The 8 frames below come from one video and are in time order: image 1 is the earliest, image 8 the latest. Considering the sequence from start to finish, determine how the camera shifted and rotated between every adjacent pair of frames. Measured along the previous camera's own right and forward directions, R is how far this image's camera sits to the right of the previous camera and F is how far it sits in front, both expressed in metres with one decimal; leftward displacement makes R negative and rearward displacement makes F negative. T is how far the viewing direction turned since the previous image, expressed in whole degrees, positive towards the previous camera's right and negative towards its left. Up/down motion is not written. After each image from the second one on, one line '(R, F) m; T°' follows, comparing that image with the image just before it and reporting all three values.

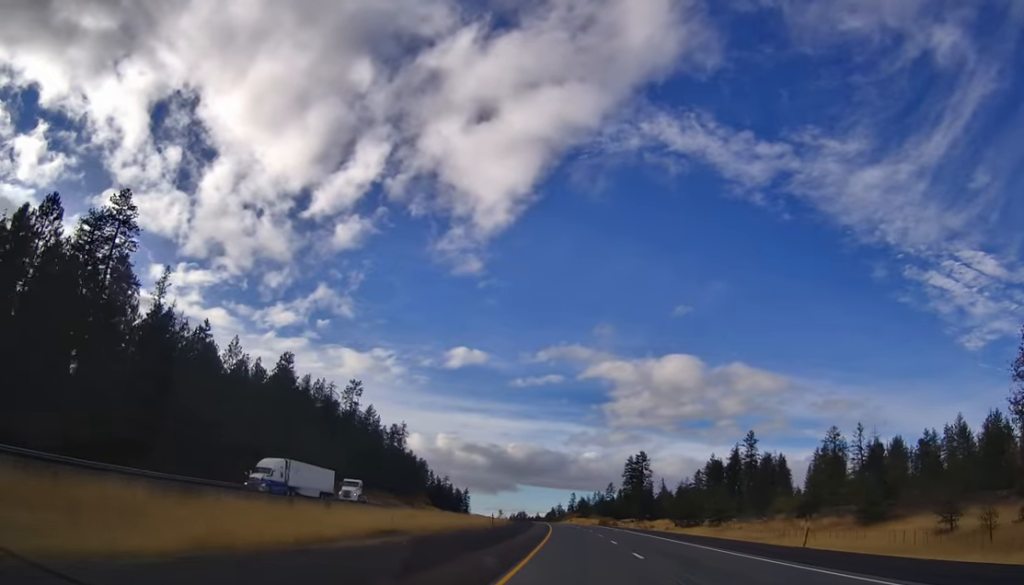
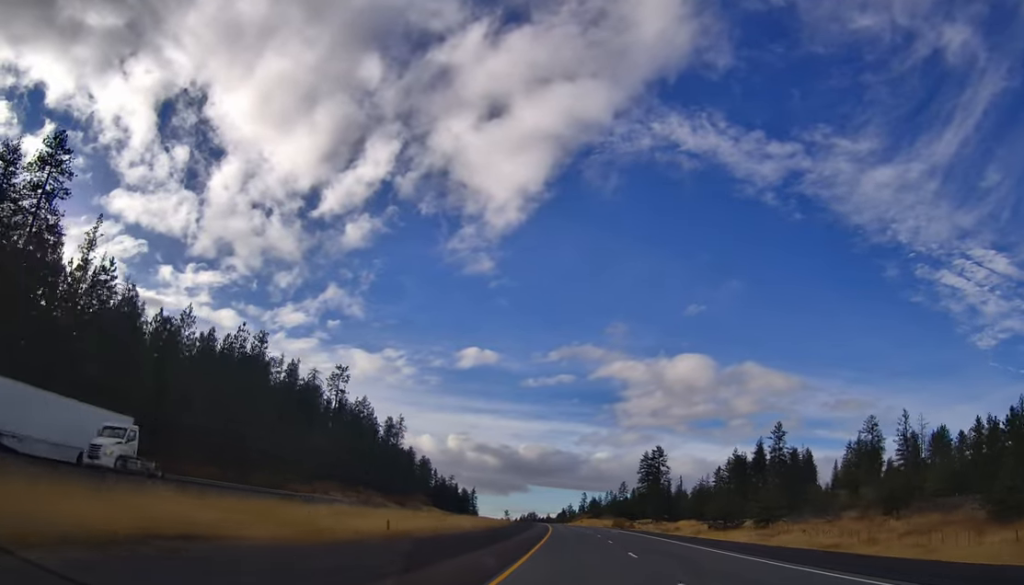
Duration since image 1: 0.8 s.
(-0.1, +23.6) m; -1°
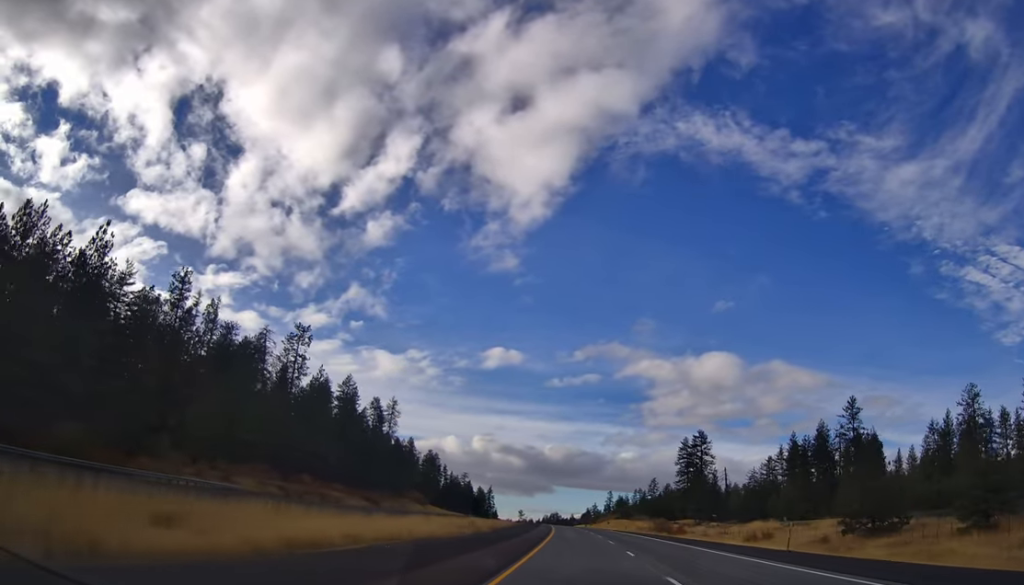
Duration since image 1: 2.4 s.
(-0.5, +47.2) m; -2°
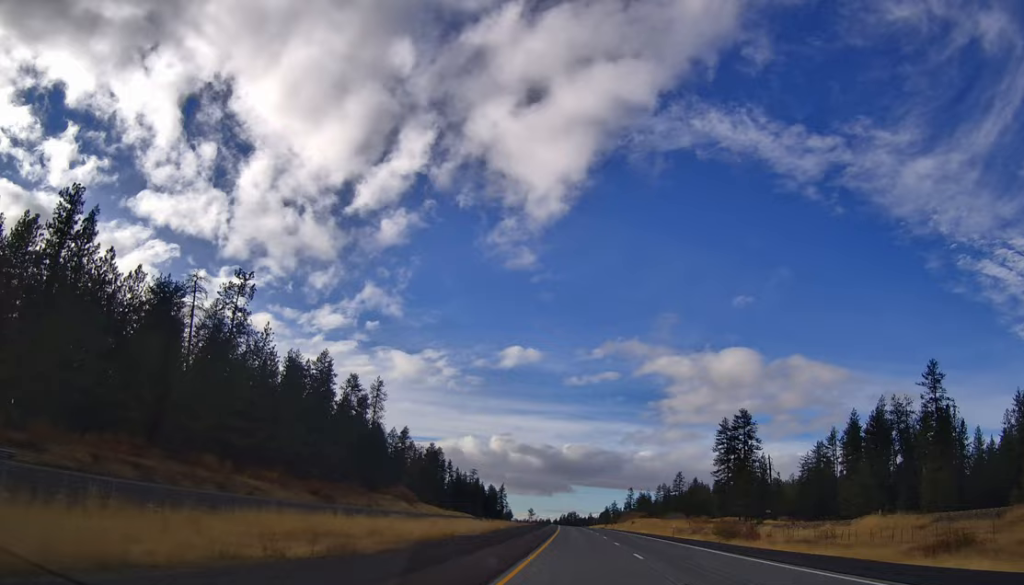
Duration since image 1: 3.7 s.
(+0.4, +38.6) m; 0°
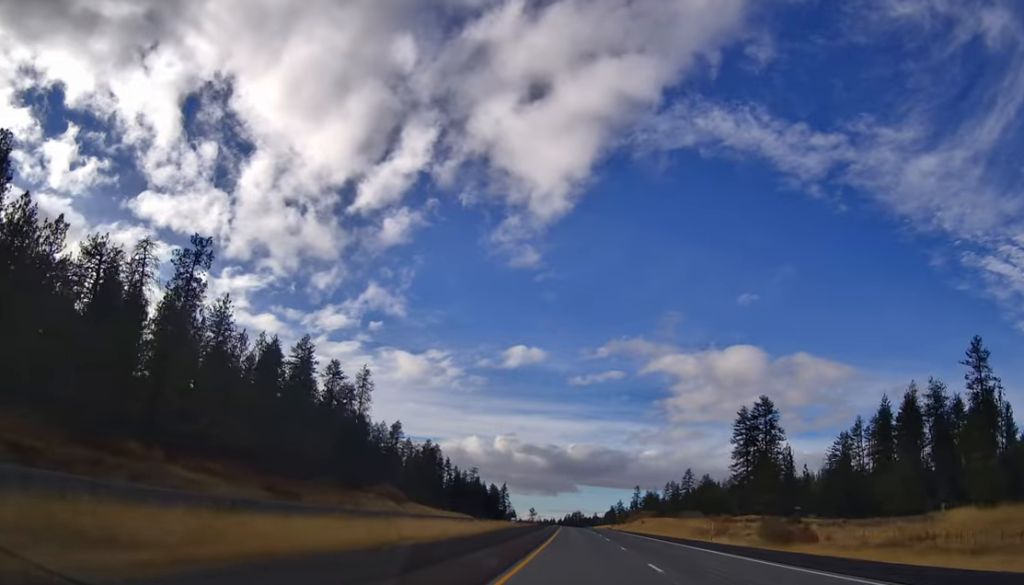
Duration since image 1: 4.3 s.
(+0.2, +17.8) m; -1°
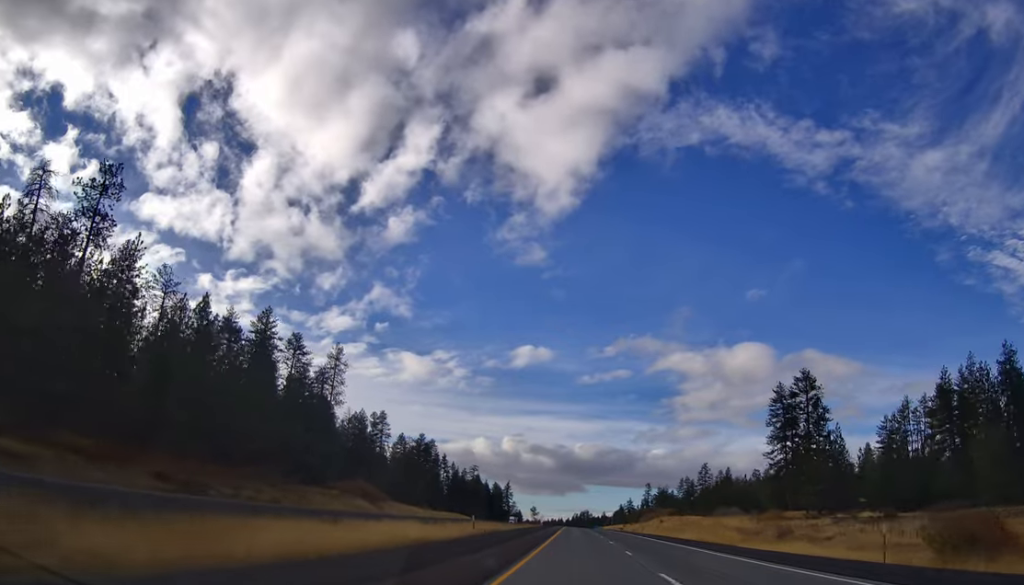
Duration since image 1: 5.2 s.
(-1.1, +27.7) m; -2°
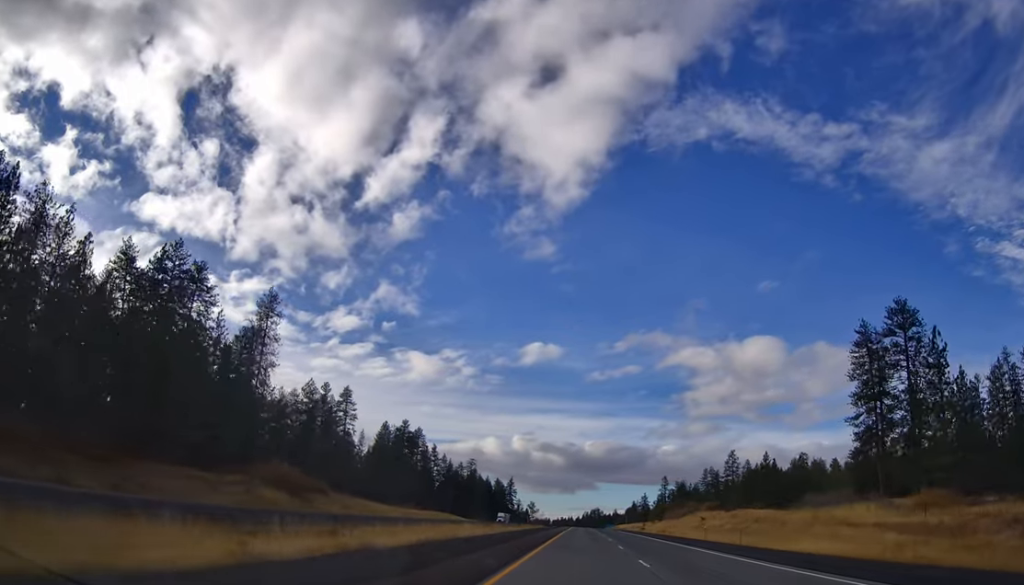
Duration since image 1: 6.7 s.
(0.0, +42.8) m; -1°
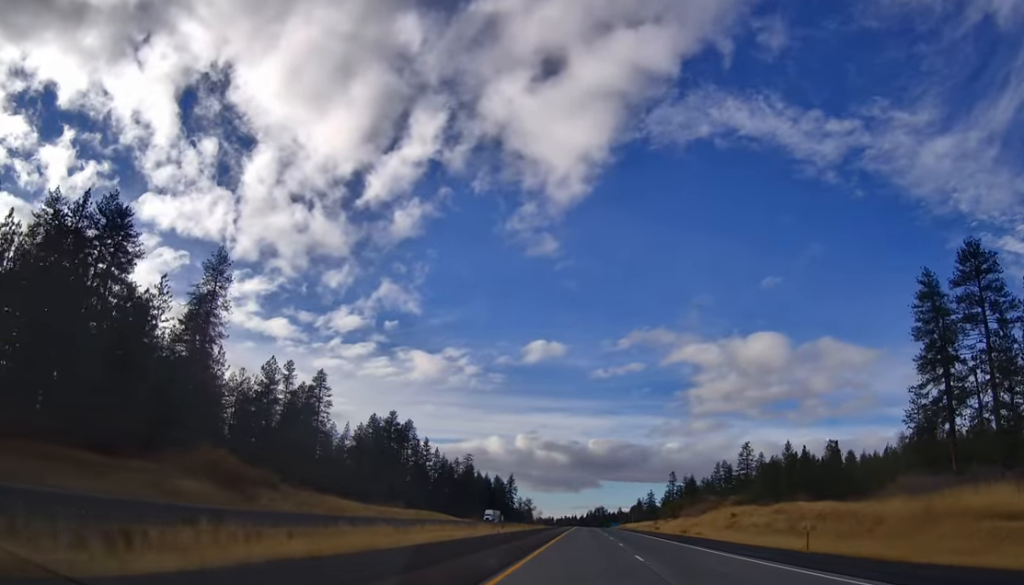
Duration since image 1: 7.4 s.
(-0.2, +21.2) m; -2°
